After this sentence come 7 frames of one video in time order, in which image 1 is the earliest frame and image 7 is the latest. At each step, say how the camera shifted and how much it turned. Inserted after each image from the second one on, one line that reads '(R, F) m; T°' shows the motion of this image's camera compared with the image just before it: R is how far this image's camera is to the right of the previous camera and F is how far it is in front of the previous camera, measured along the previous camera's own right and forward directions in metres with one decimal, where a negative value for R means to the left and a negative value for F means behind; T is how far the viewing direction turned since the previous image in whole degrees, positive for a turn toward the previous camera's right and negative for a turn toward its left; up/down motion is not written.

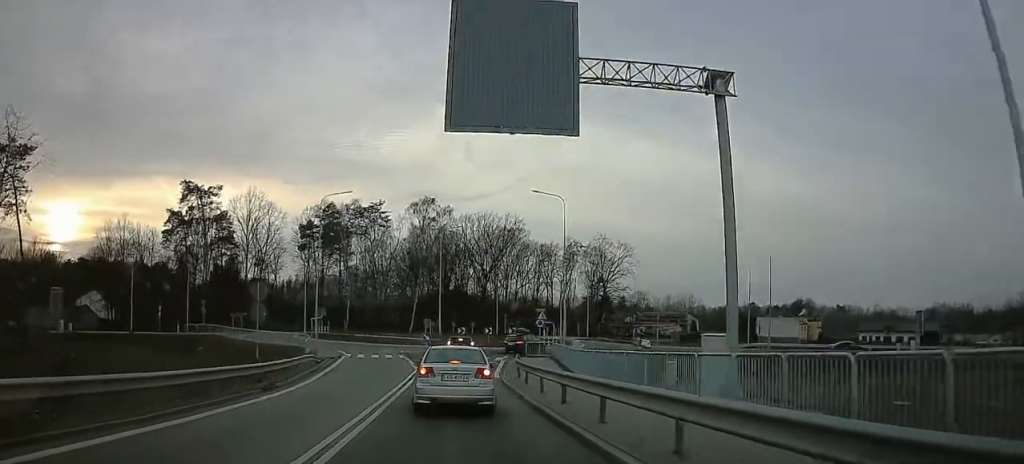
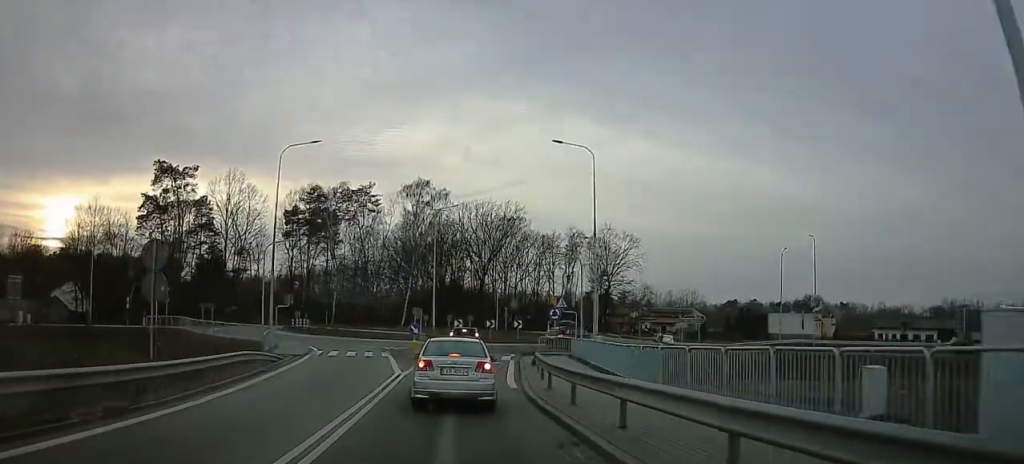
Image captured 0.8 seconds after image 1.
(-0.3, +9.6) m; +4°
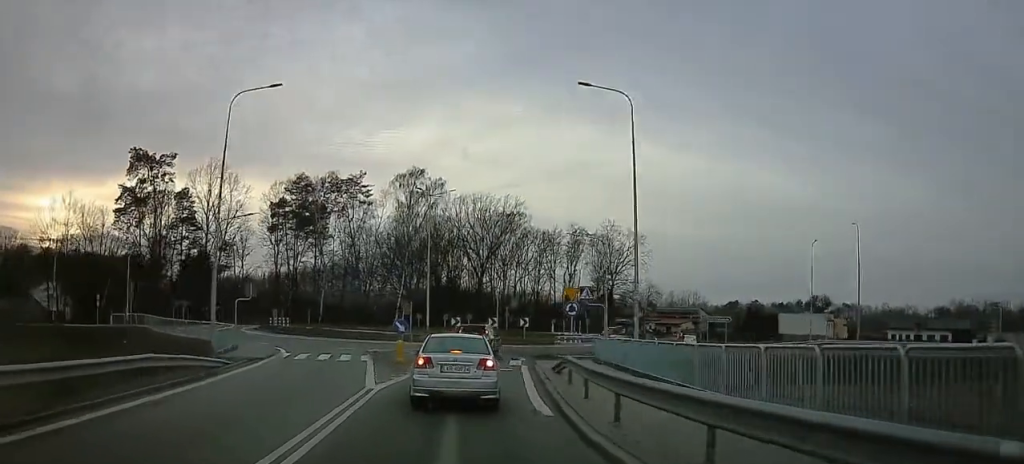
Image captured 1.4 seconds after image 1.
(+1.0, +7.4) m; 0°
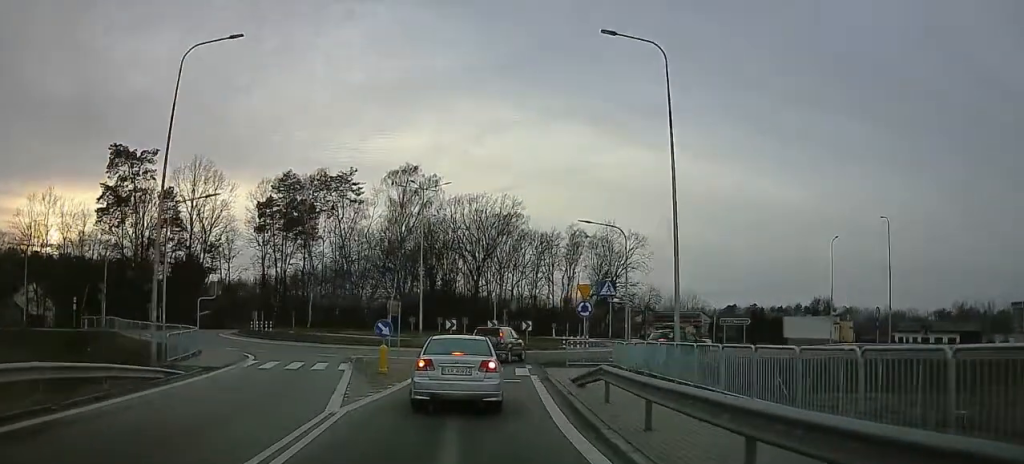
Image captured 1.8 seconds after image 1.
(+0.3, +4.9) m; 0°
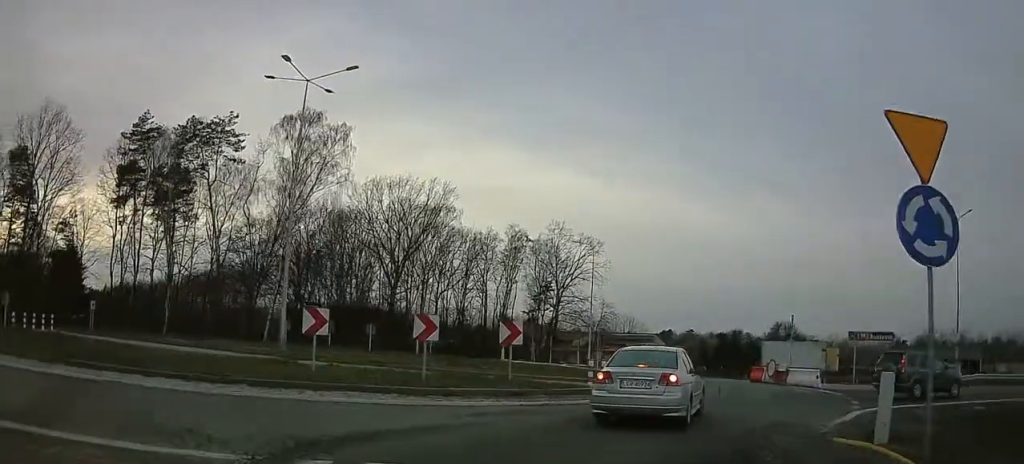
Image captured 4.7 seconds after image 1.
(+1.2, +27.1) m; +10°
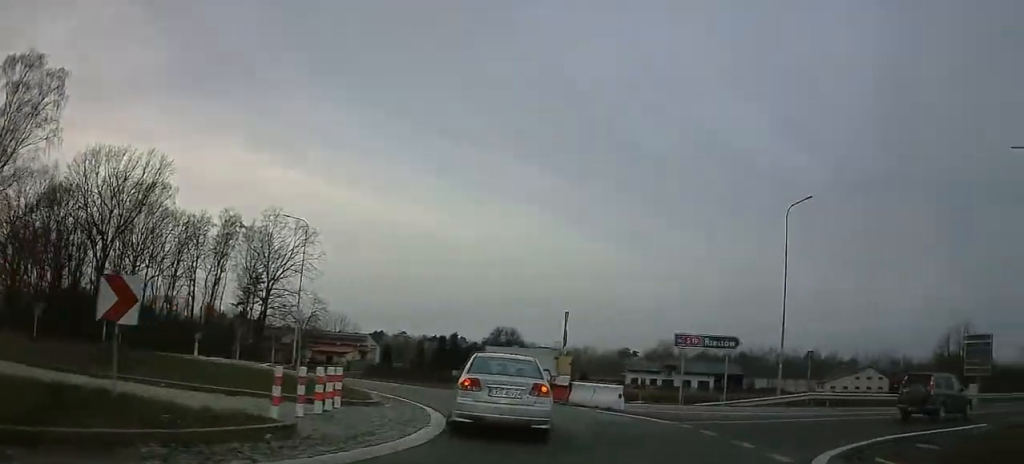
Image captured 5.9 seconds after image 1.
(+1.0, +8.1) m; +29°
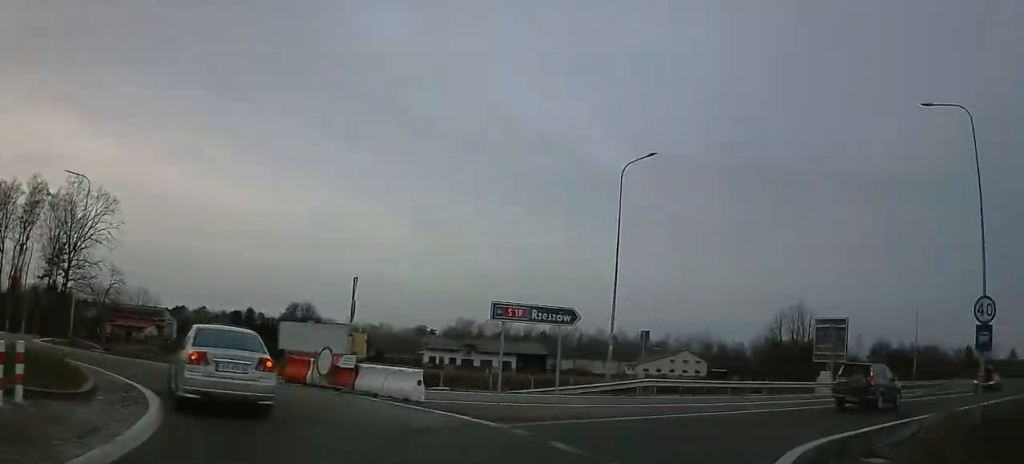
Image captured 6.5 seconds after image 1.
(+1.3, +4.6) m; +20°
